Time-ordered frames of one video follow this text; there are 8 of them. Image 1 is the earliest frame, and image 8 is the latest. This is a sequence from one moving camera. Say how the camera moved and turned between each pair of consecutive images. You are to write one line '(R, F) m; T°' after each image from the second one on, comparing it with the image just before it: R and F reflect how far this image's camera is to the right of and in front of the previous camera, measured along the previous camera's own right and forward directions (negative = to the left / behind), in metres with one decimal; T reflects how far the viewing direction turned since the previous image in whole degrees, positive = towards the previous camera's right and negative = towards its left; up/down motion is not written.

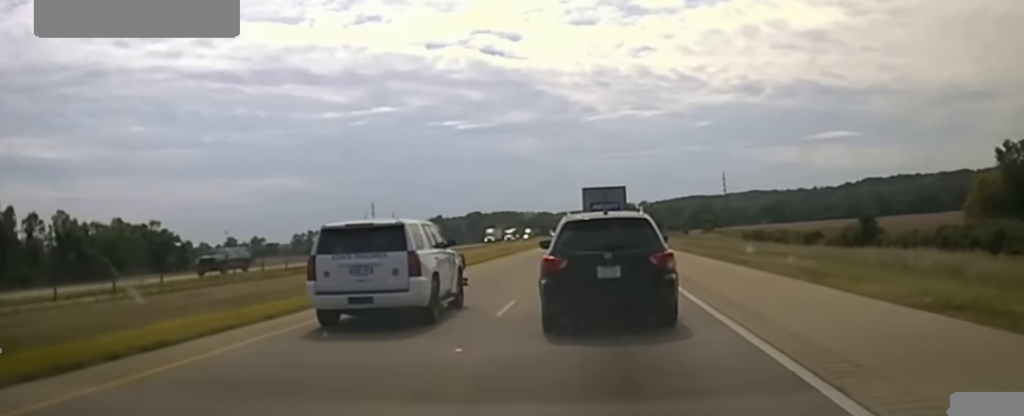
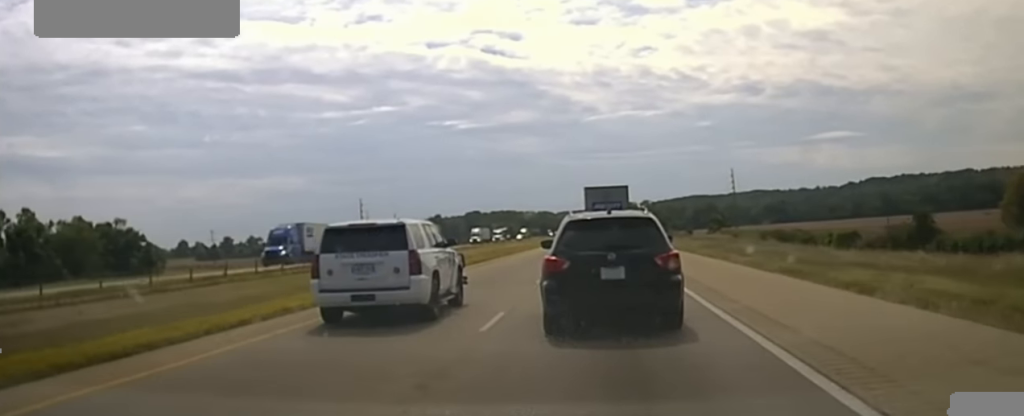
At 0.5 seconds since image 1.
(0.0, +14.9) m; 0°
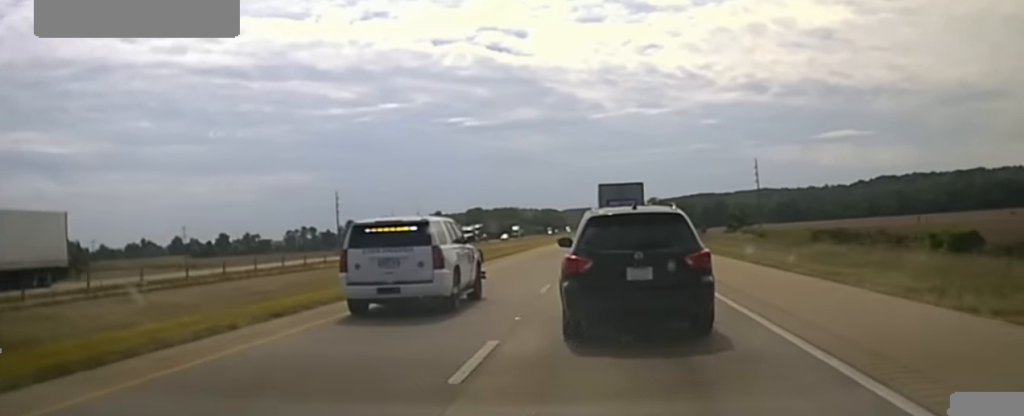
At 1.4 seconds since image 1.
(0.0, +28.3) m; 0°
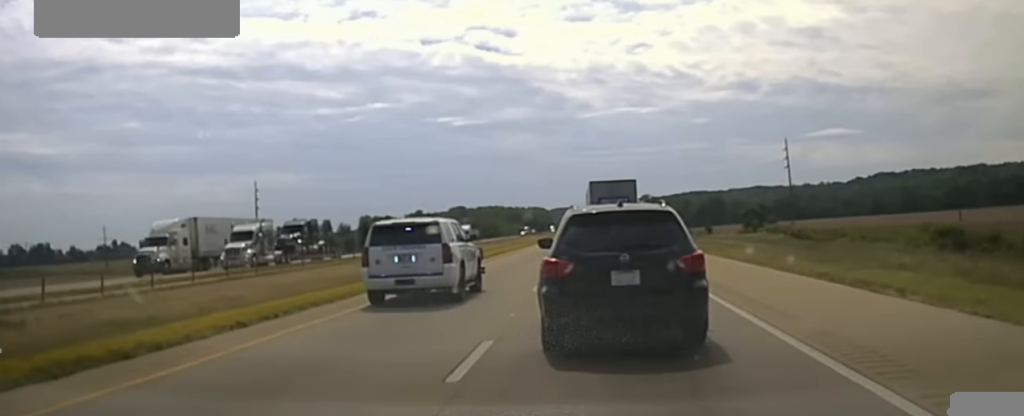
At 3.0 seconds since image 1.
(0.0, +47.8) m; 0°
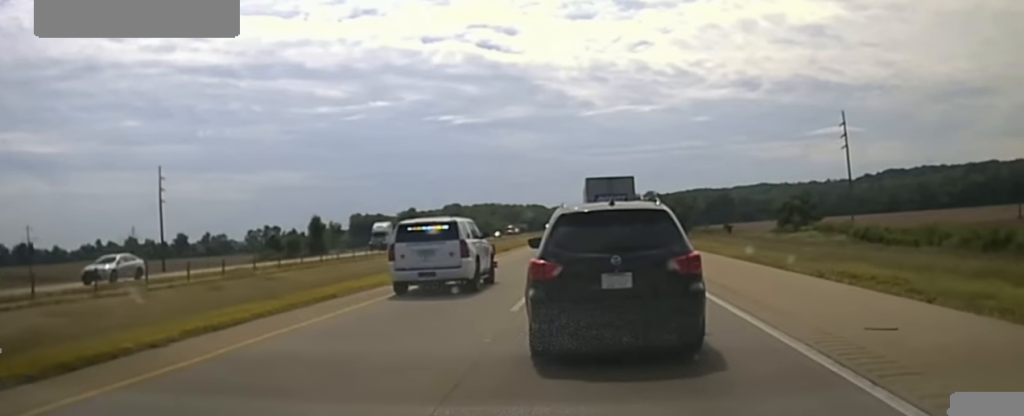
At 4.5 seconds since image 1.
(0.0, +42.7) m; 0°
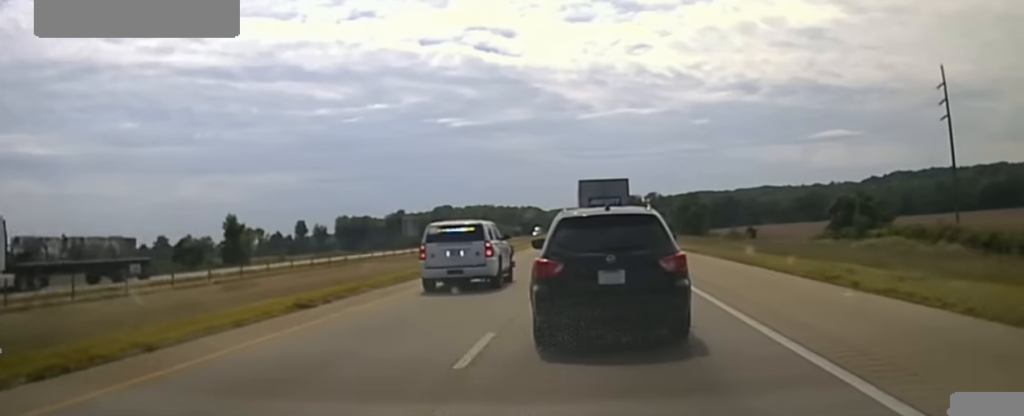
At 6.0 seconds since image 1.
(+0.3, +41.8) m; +1°
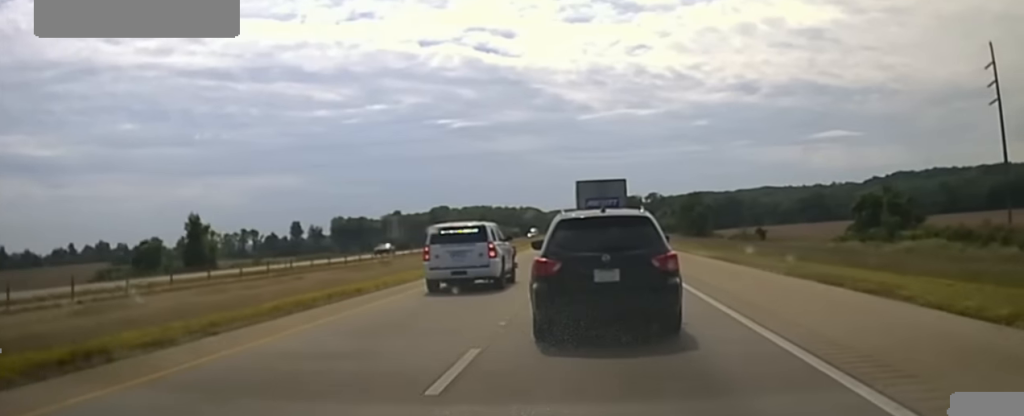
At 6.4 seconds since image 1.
(+0.1, +13.4) m; 0°
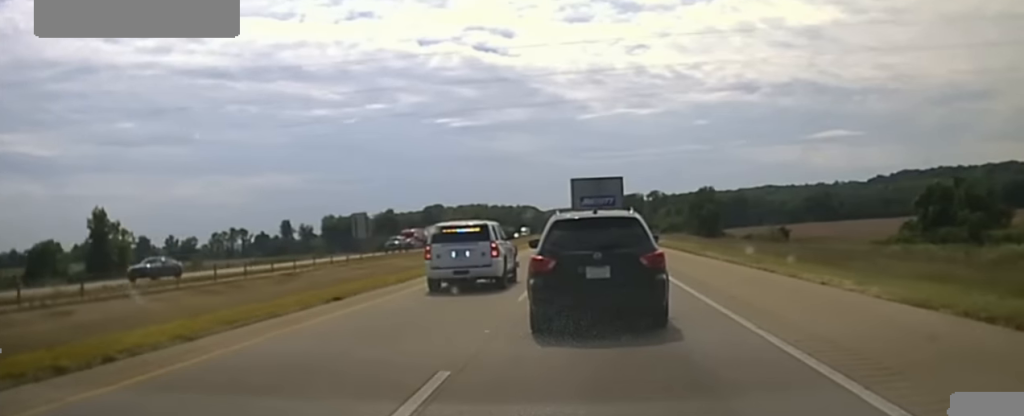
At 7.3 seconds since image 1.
(-0.2, +26.4) m; 0°
